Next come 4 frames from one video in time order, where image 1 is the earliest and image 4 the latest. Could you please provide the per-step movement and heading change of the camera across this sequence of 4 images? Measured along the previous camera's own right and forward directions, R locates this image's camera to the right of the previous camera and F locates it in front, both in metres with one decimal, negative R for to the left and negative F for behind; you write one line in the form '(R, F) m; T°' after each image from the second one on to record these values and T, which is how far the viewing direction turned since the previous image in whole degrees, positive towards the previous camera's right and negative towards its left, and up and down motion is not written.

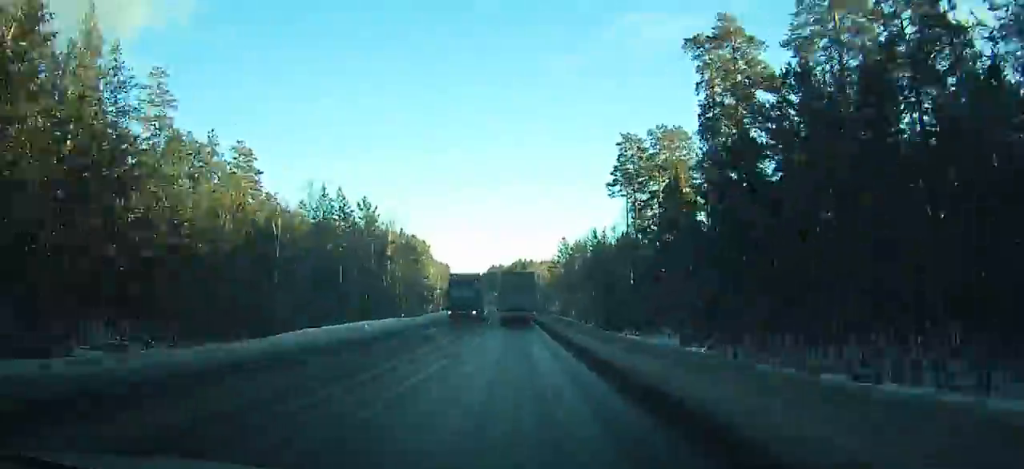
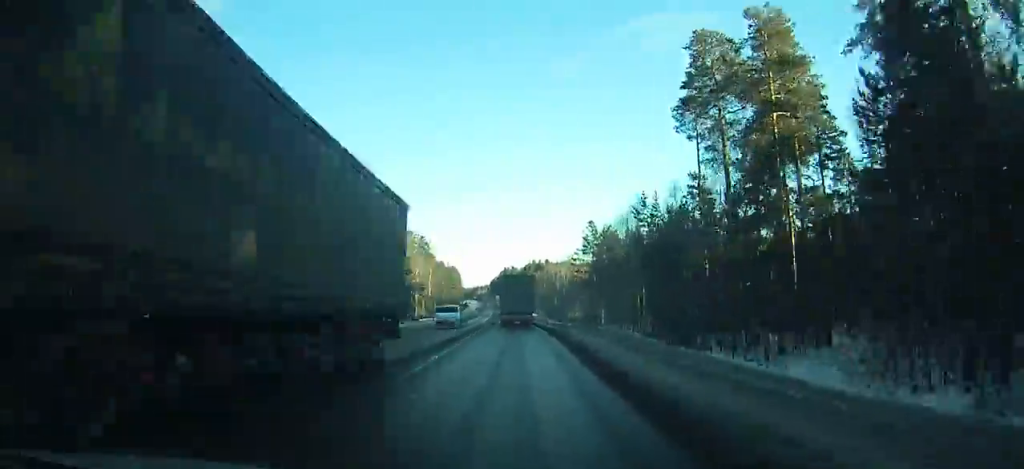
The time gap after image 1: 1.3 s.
(-0.1, +31.5) m; -1°
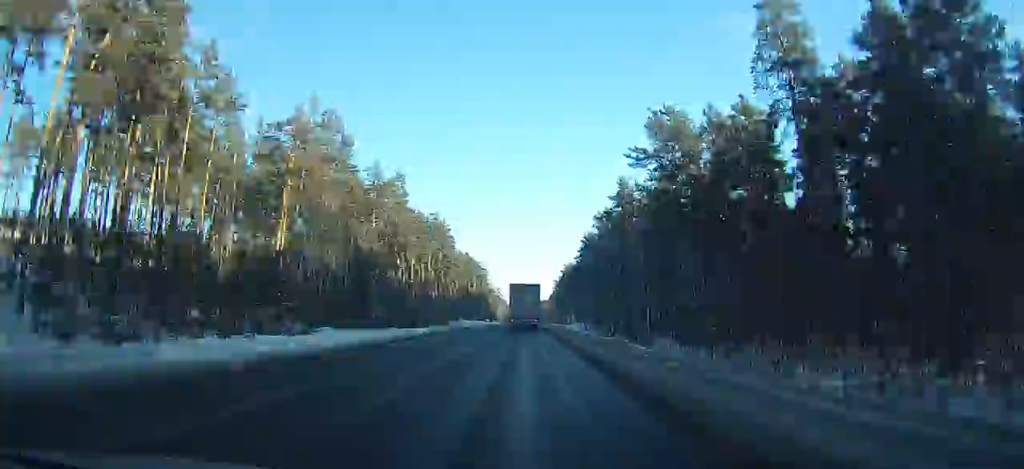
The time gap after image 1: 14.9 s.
(-20.3, +332.5) m; -6°
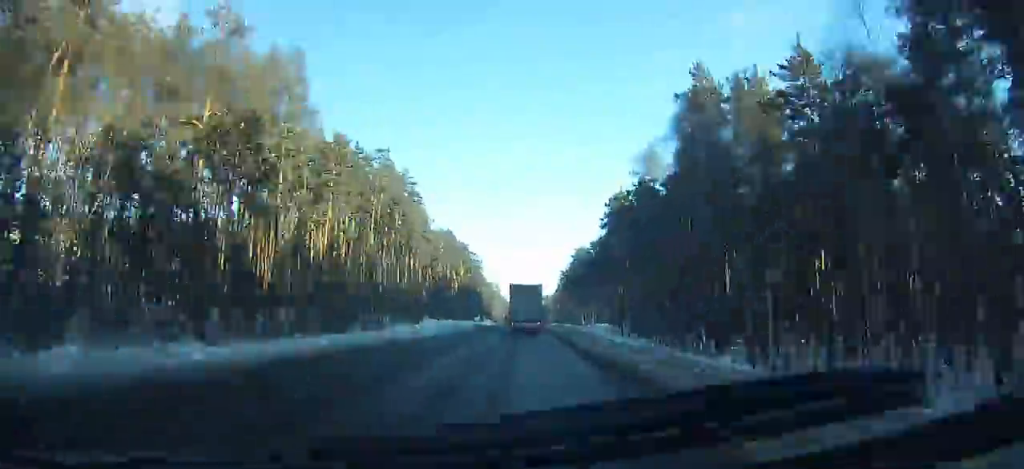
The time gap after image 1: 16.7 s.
(-0.1, +43.9) m; 0°
